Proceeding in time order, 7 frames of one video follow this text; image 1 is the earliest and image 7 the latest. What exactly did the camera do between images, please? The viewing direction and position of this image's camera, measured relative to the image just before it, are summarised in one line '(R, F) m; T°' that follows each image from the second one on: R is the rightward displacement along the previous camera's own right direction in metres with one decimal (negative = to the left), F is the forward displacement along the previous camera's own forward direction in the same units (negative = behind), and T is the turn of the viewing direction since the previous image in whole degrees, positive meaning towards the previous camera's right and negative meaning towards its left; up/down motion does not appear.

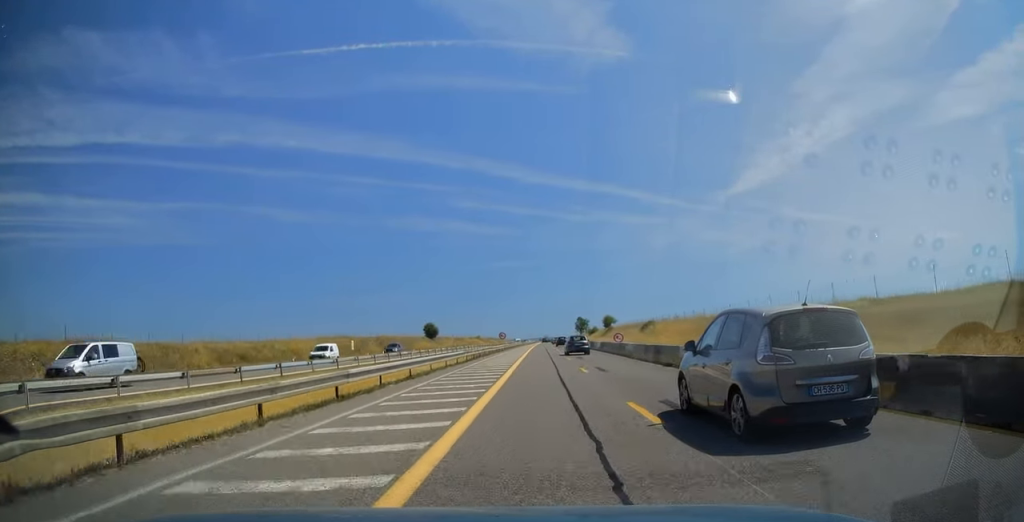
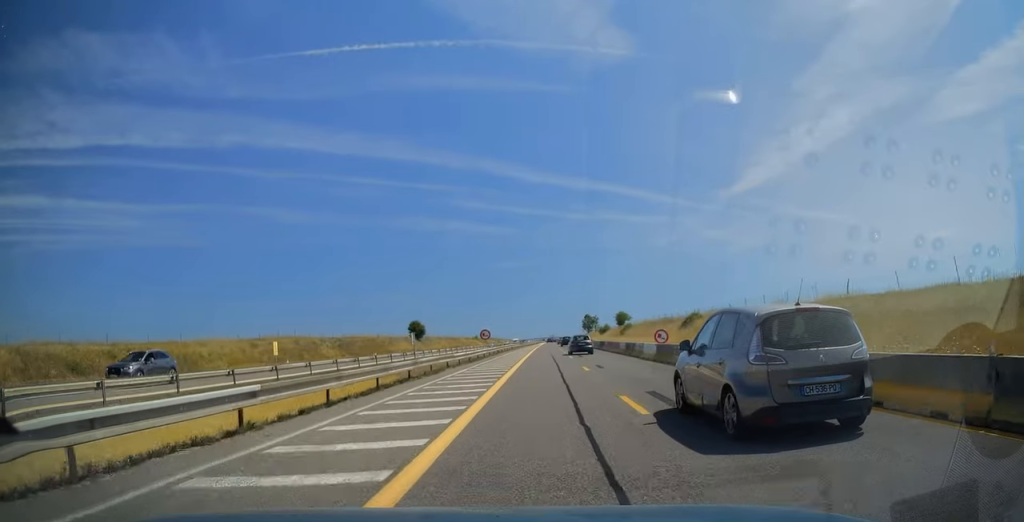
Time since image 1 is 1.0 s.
(+0.3, +24.9) m; 0°
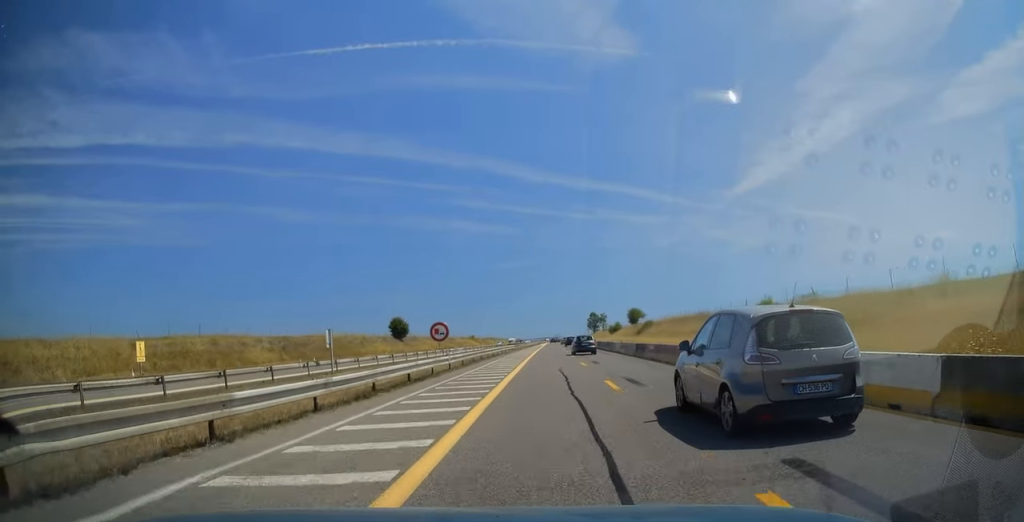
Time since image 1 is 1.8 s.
(-0.2, +21.1) m; -1°
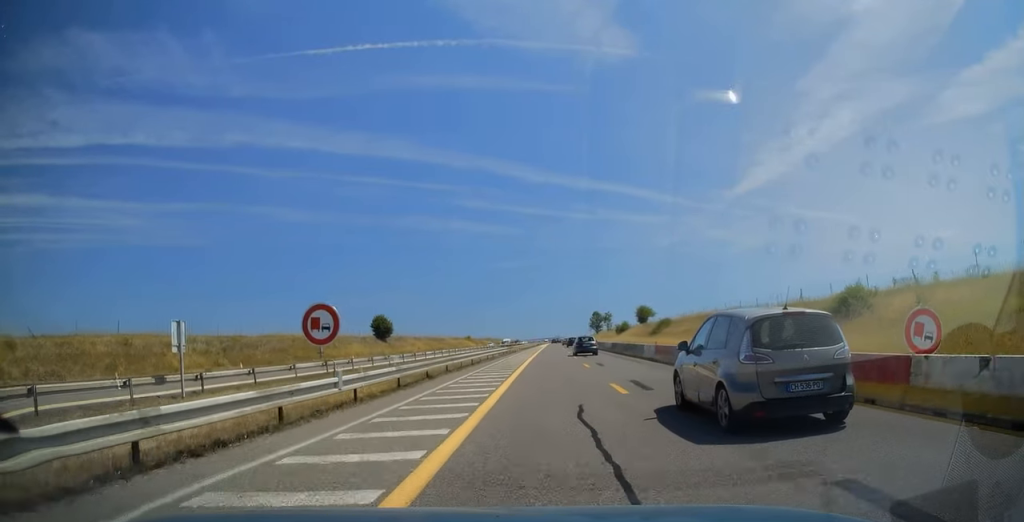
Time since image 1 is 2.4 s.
(-0.1, +14.0) m; 0°
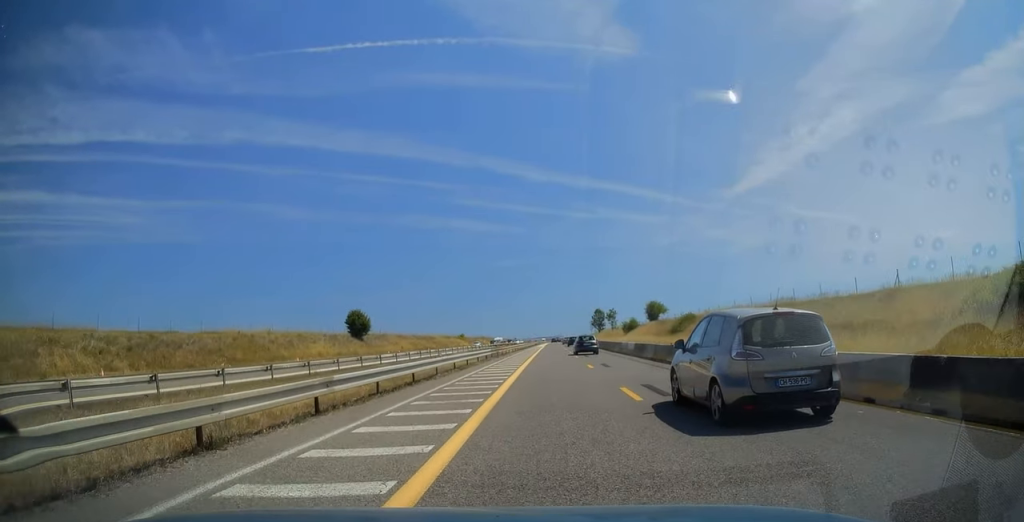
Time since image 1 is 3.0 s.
(0.0, +14.8) m; +1°
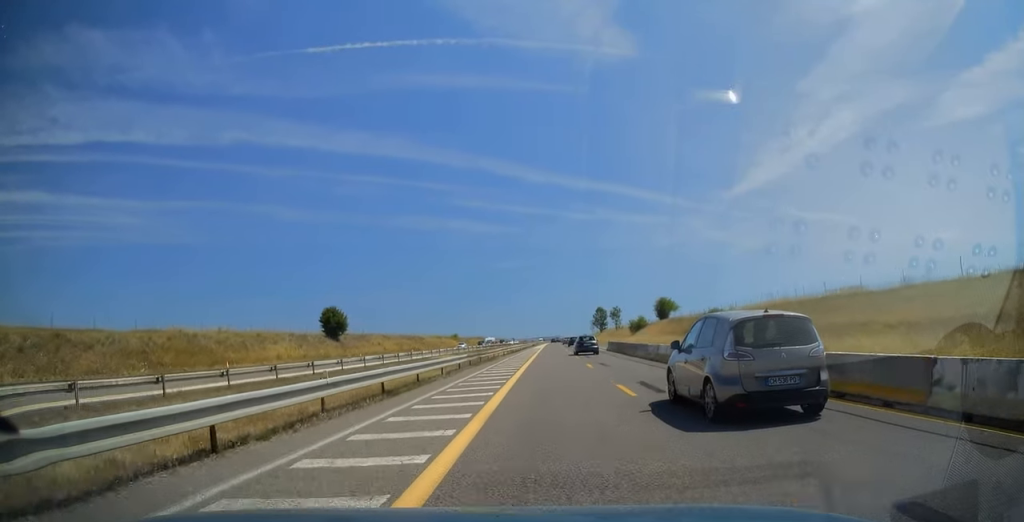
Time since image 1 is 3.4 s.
(+0.1, +11.8) m; 0°
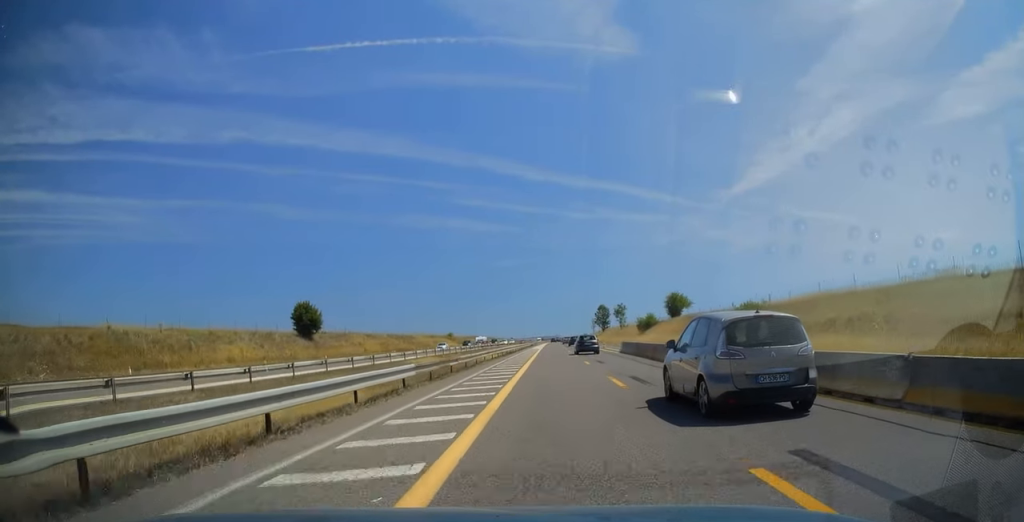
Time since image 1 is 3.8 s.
(+0.2, +10.6) m; 0°
